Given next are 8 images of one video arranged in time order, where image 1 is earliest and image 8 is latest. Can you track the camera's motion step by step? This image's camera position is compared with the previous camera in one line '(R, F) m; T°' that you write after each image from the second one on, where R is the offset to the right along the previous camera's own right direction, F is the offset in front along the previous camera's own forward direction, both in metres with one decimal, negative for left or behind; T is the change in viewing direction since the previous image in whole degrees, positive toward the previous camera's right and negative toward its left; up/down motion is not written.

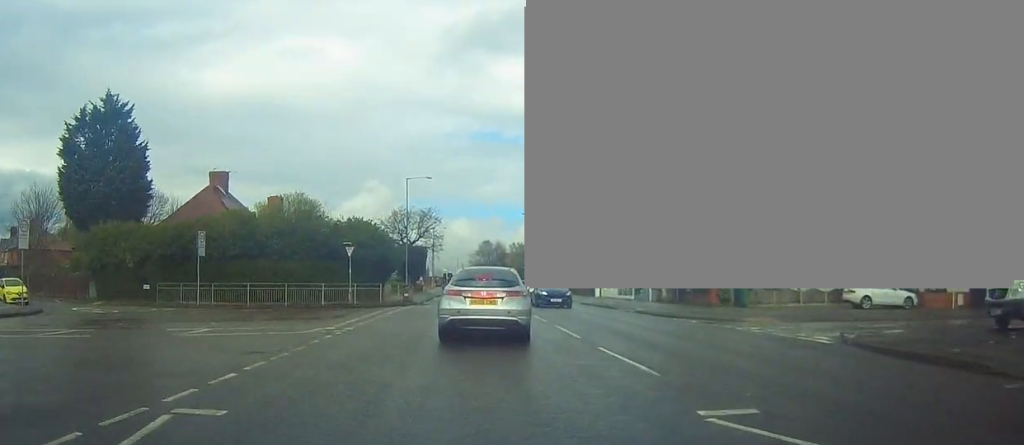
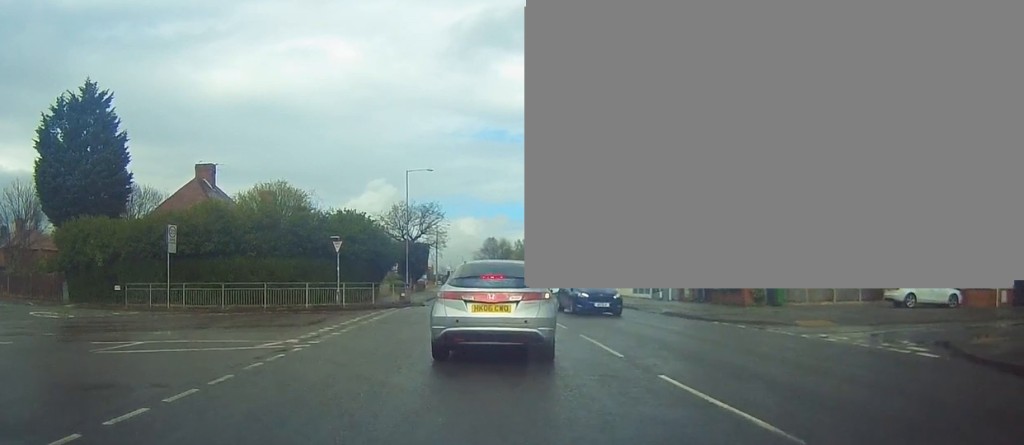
(0.0, +4.0) m; 0°
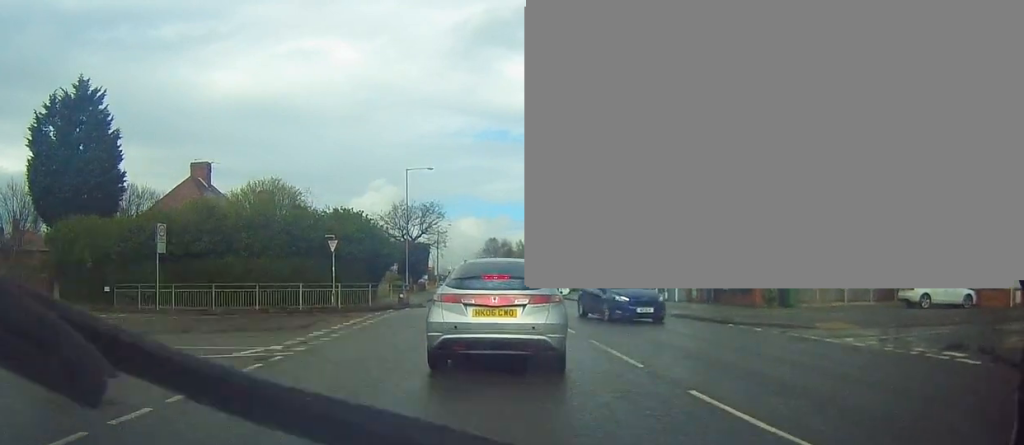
(0.0, +1.5) m; 0°
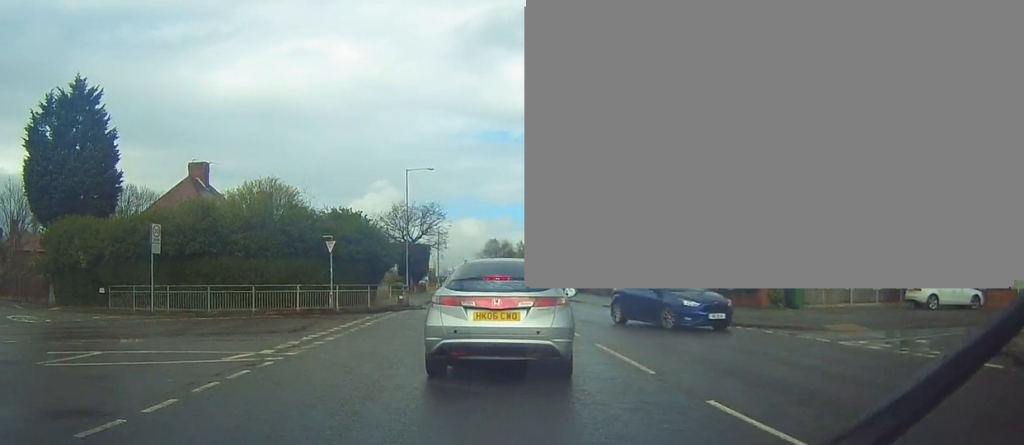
(0.0, +1.0) m; 0°
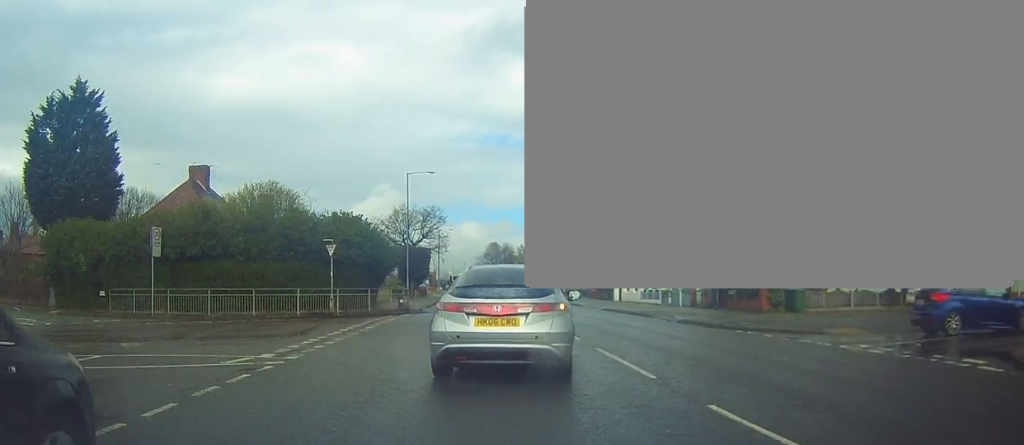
(0.0, +0.8) m; 0°
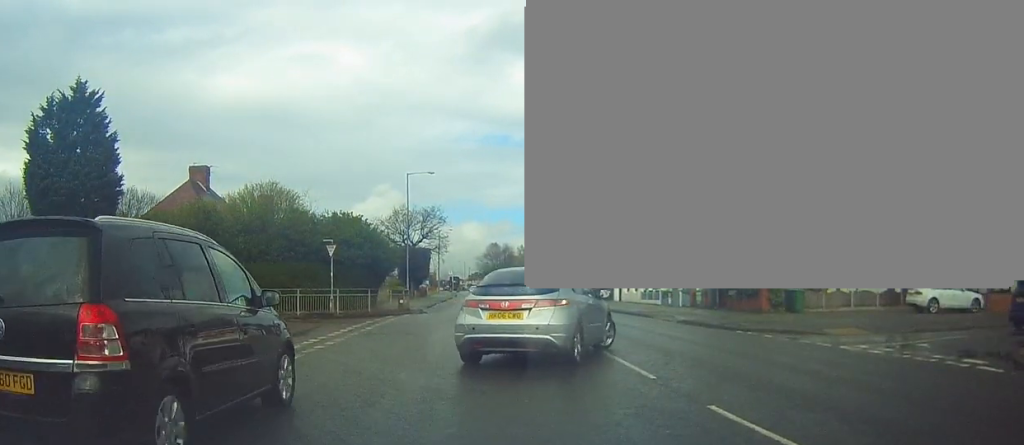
(0.0, 0.0) m; 0°
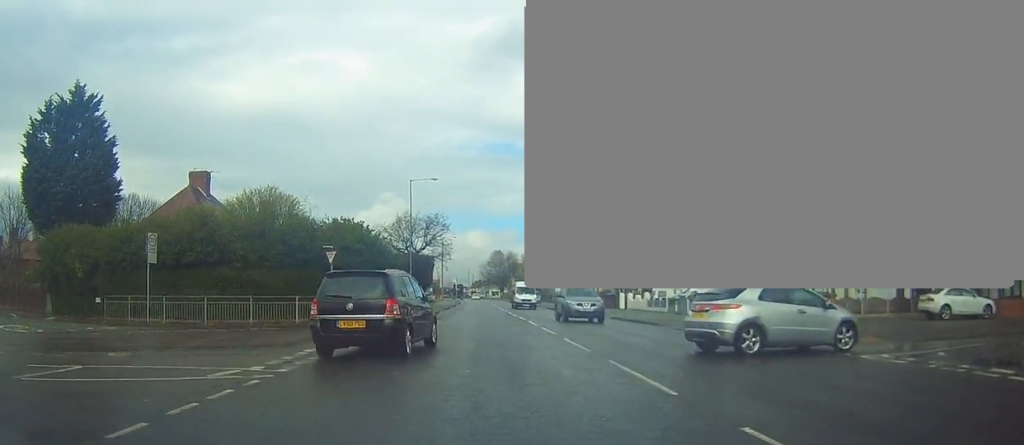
(0.0, +0.7) m; 0°
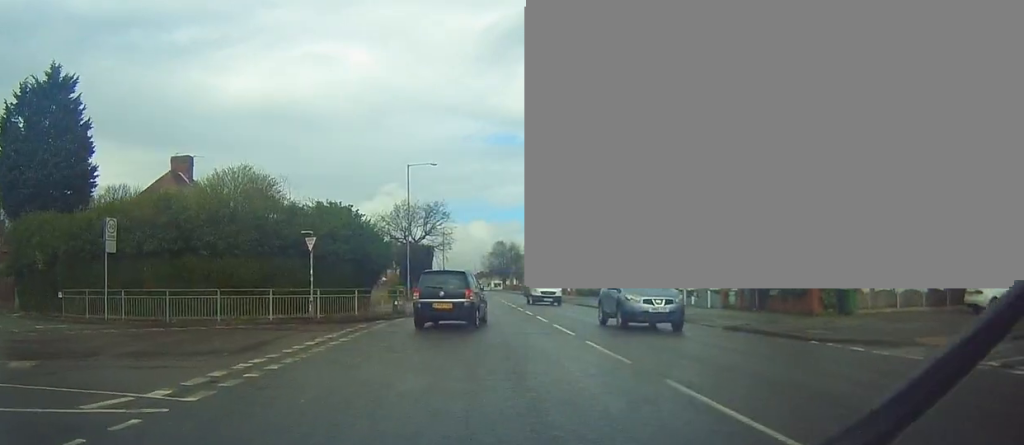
(0.0, +2.7) m; -2°
